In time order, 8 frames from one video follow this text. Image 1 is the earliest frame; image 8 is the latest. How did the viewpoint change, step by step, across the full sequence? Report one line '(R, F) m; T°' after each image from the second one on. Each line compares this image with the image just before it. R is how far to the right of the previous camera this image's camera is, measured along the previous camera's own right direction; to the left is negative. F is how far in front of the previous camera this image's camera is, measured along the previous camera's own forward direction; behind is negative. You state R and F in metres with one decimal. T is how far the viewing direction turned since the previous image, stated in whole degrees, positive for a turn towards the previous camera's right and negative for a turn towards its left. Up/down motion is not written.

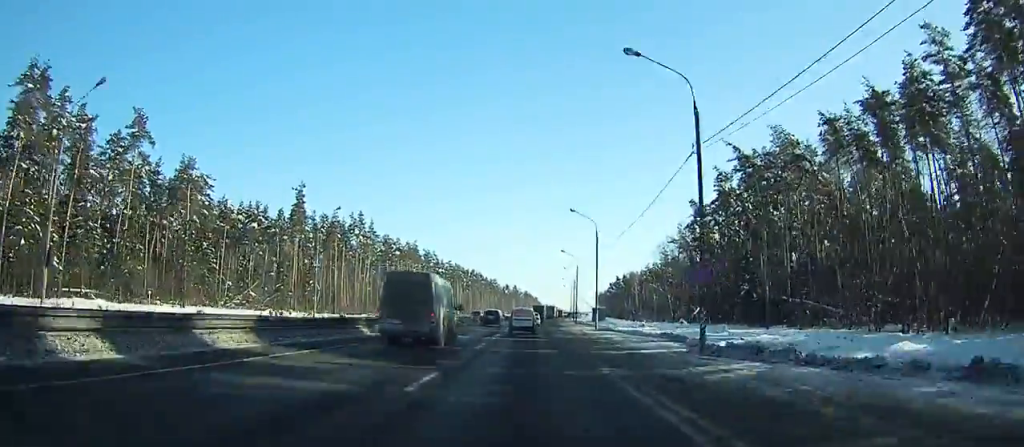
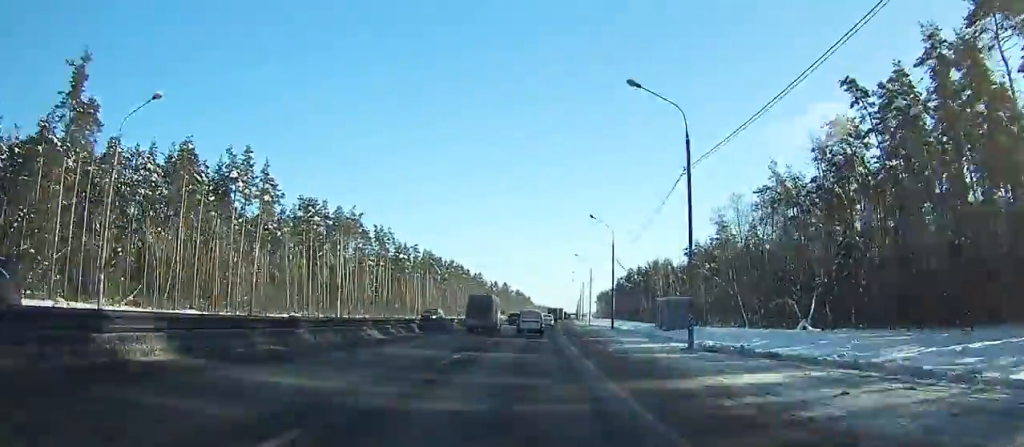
(+0.6, +65.6) m; +1°
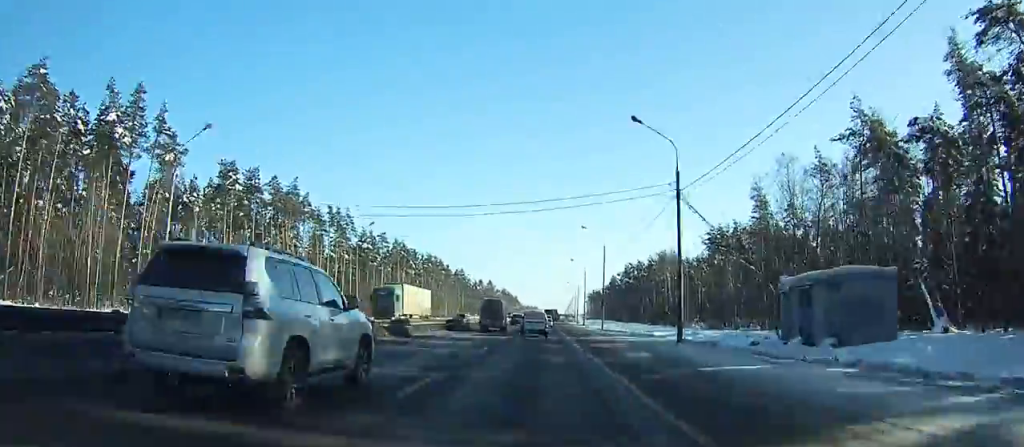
(+0.2, +30.3) m; +1°
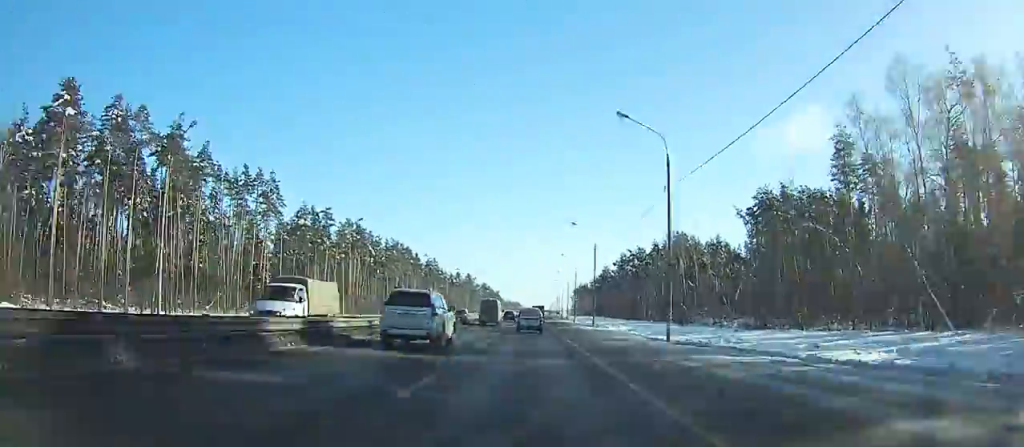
(+0.2, +36.1) m; +1°
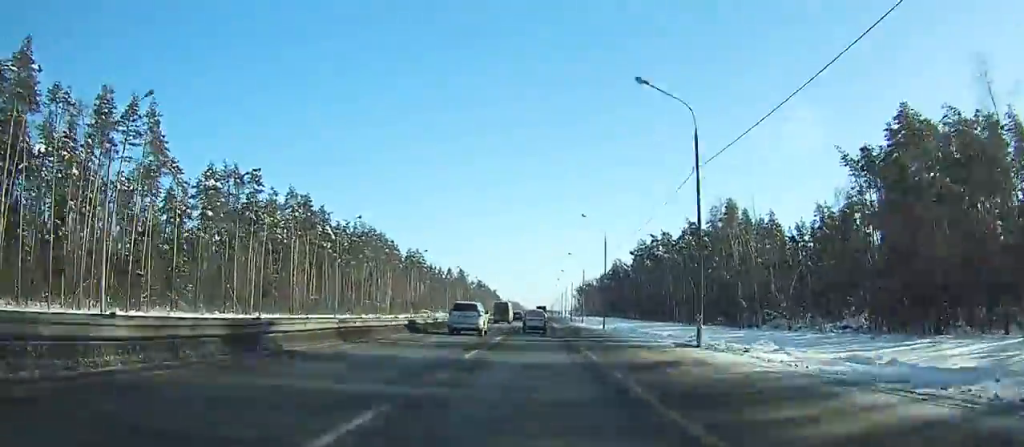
(+0.4, +40.1) m; +1°
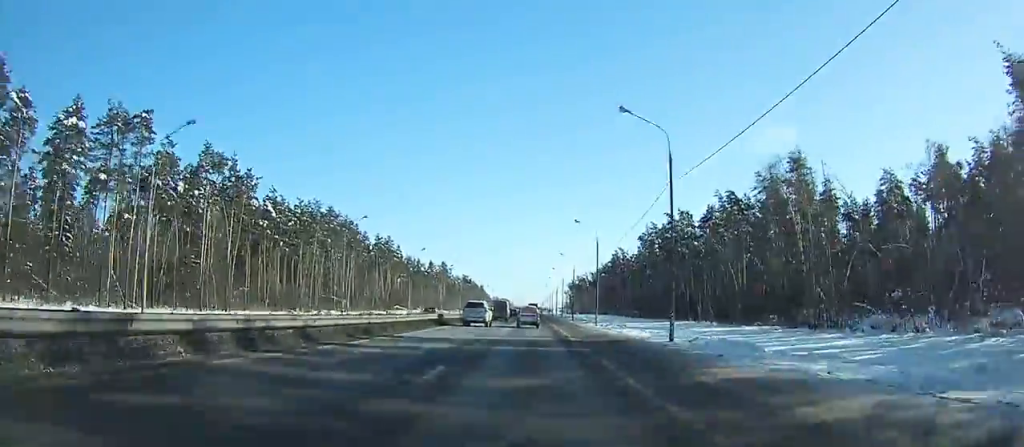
(+0.1, +30.6) m; 0°
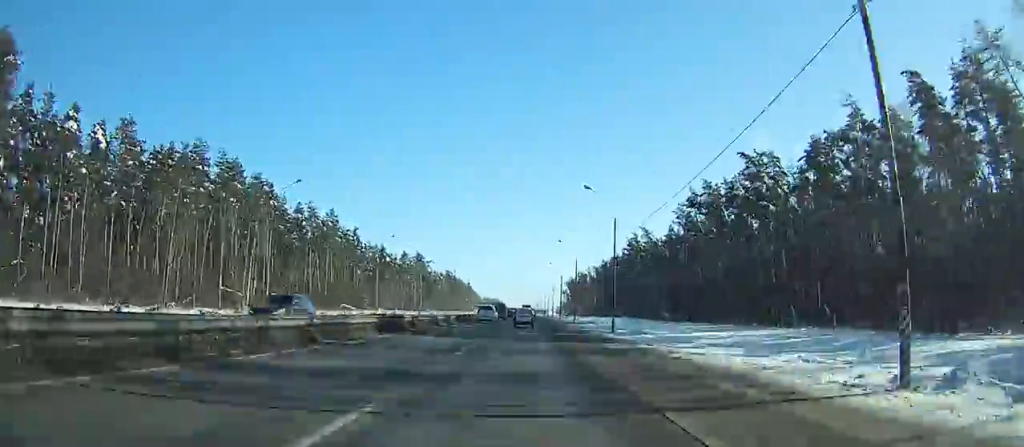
(+0.2, +54.1) m; 0°
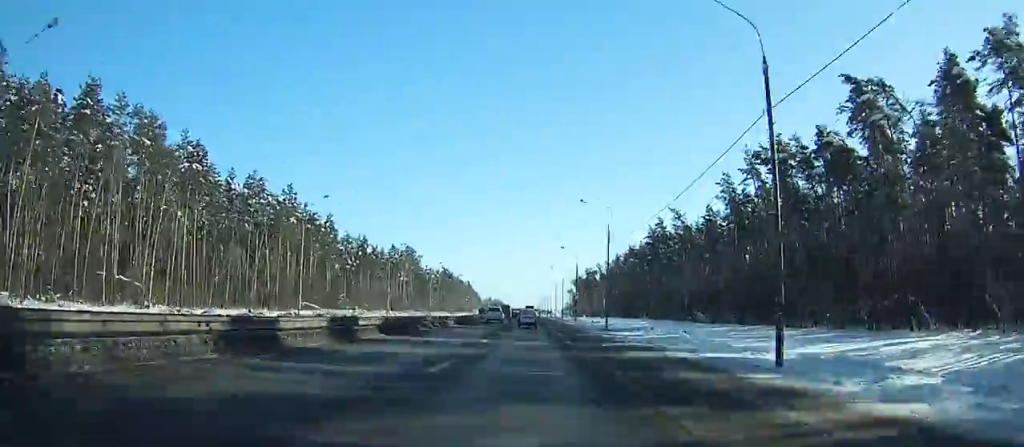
(+0.1, +29.3) m; 0°
